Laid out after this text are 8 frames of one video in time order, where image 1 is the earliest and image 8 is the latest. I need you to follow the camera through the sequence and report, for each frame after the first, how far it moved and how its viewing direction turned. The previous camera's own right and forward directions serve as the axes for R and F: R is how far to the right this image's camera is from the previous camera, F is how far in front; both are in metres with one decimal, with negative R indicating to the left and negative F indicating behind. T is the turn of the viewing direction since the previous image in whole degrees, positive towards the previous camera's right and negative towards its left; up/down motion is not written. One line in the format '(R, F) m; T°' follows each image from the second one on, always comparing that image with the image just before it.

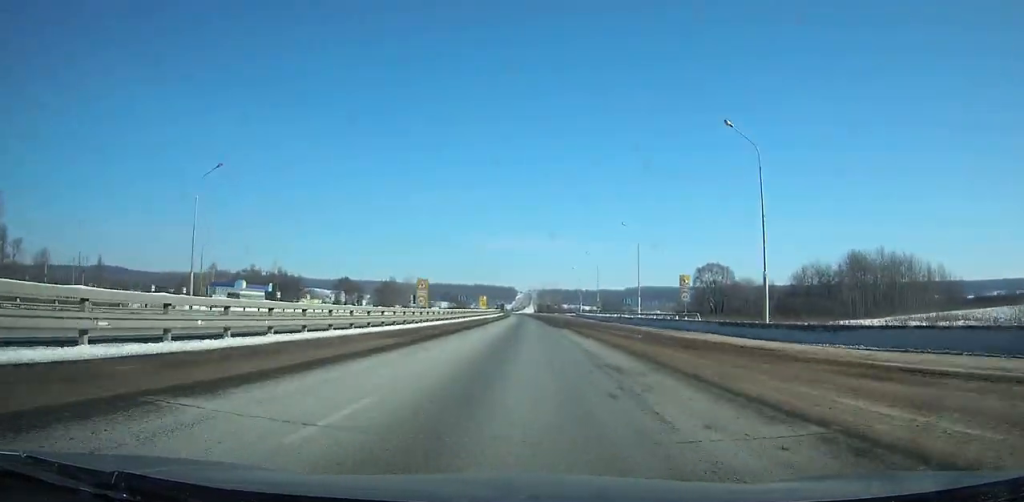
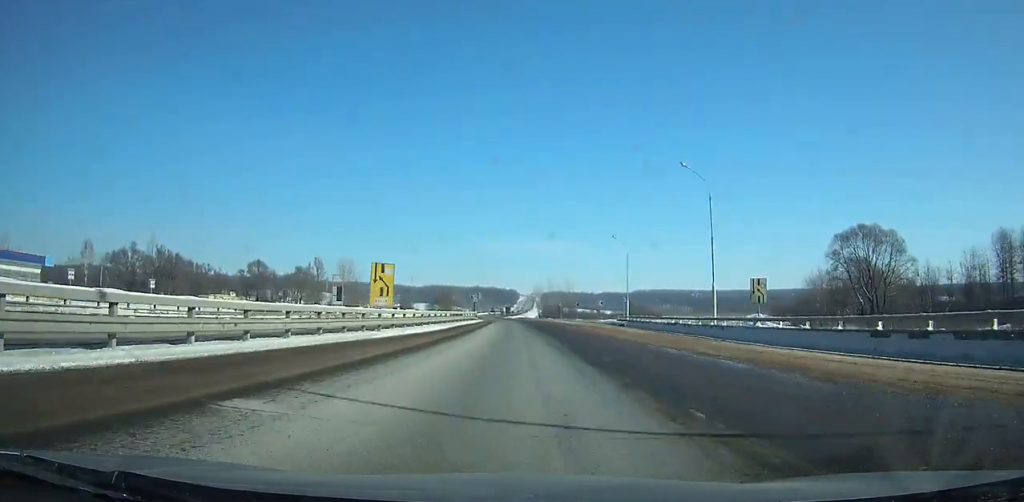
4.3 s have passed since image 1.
(-0.2, +72.8) m; -1°
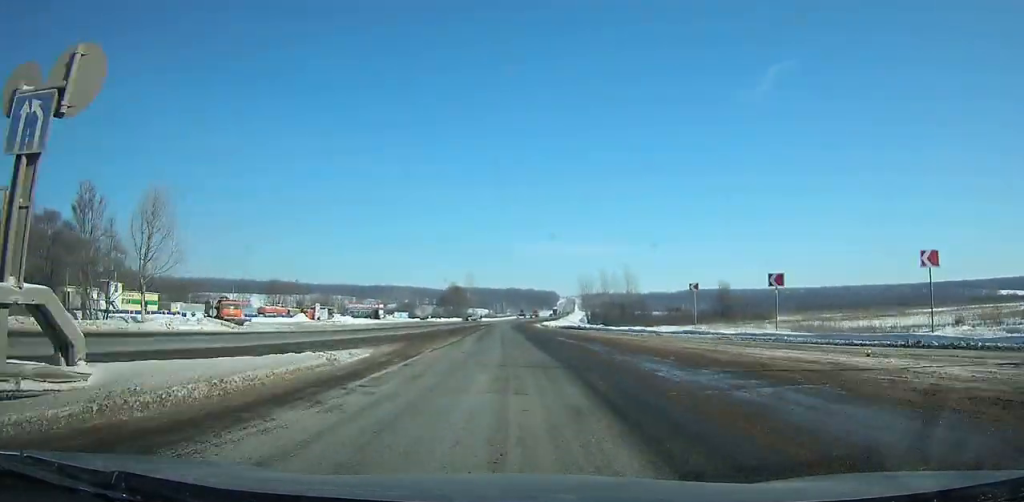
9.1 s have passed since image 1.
(-1.0, +76.0) m; -3°
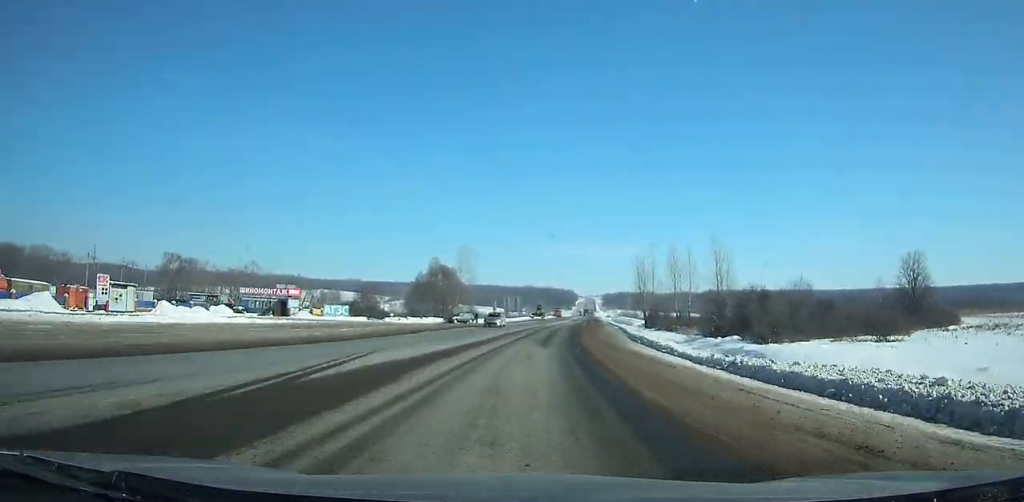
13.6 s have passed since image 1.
(-2.1, +71.5) m; 0°
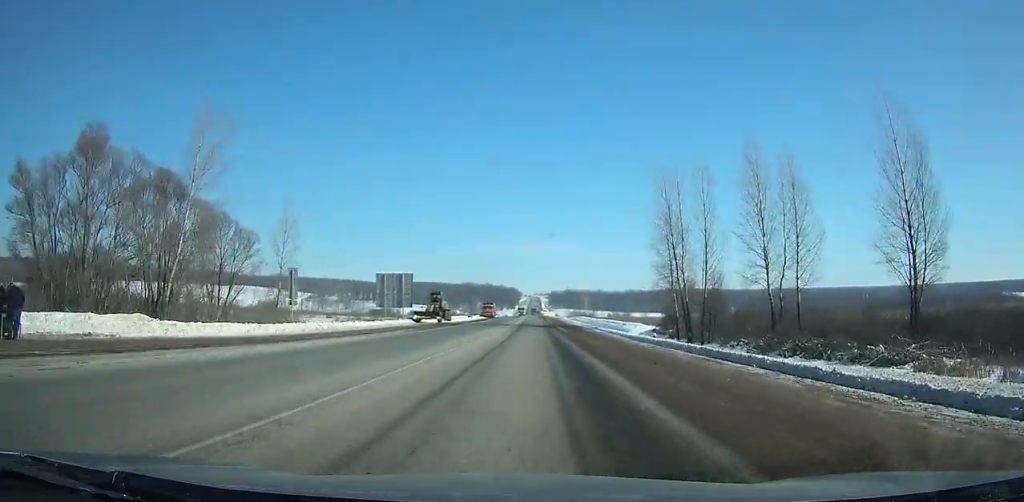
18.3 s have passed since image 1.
(+3.0, +78.0) m; +4°
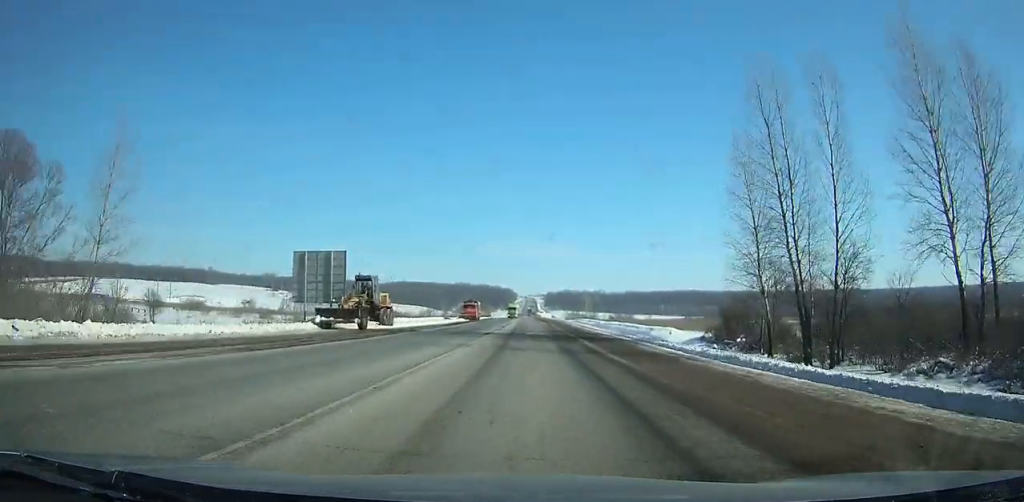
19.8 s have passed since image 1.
(0.0, +26.7) m; 0°
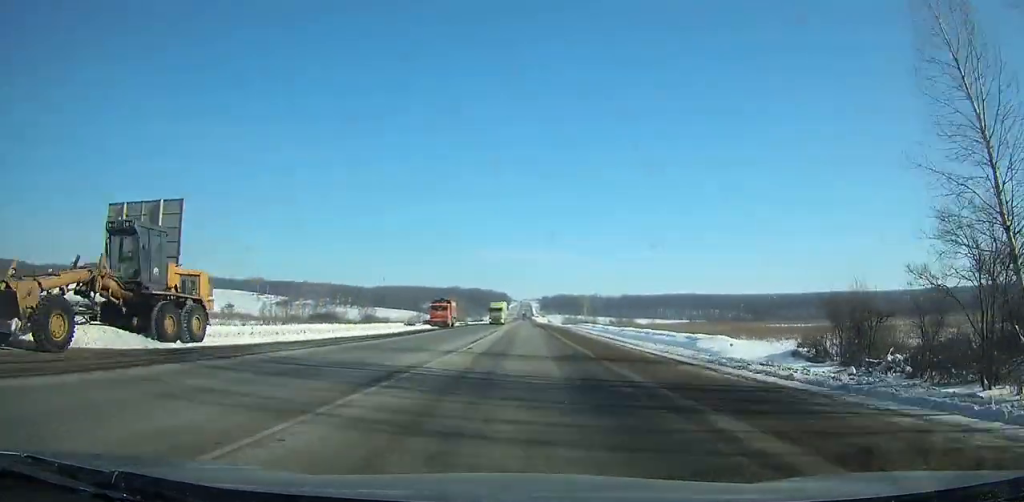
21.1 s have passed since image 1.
(-0.1, +23.1) m; 0°
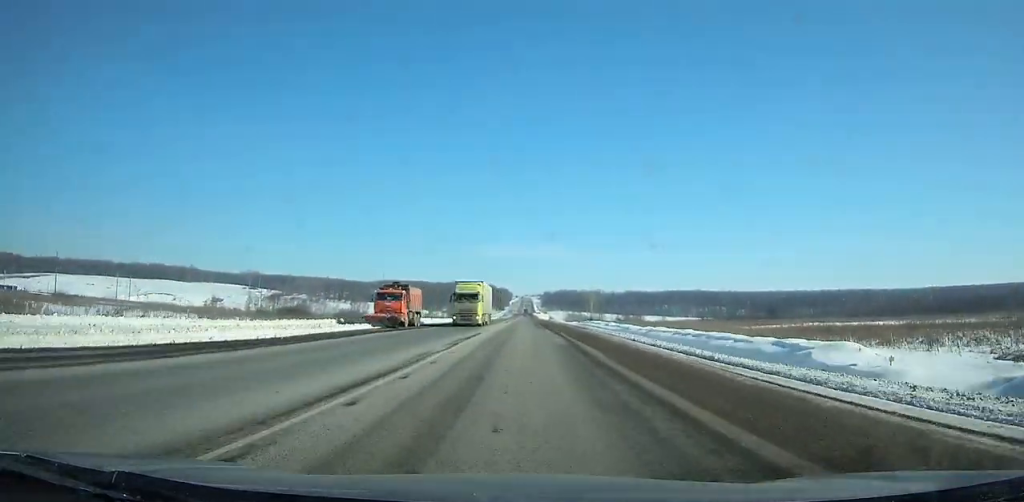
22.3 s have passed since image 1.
(+0.1, +22.5) m; 0°
